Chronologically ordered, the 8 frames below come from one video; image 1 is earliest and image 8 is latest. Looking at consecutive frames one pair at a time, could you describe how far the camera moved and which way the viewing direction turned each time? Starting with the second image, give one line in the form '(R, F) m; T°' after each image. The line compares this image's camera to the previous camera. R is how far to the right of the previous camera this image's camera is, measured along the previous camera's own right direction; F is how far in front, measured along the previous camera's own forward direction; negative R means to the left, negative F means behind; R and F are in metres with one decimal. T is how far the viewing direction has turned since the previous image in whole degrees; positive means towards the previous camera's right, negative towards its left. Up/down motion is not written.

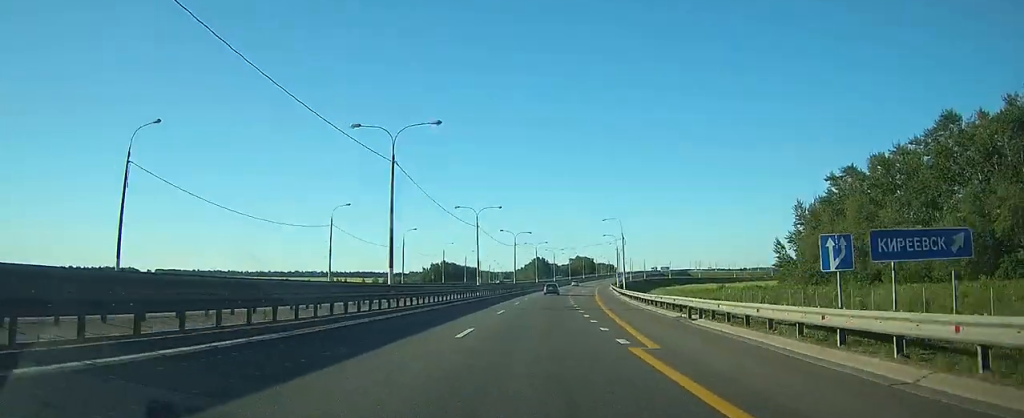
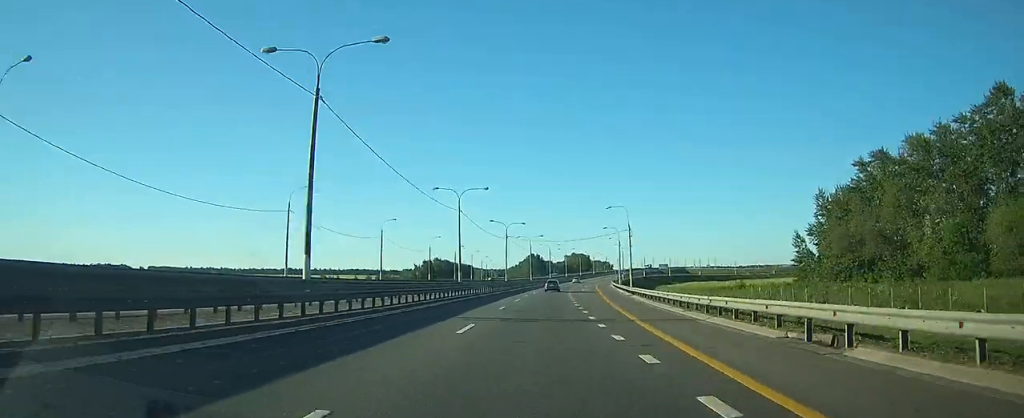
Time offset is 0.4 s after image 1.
(+0.1, +11.4) m; +1°
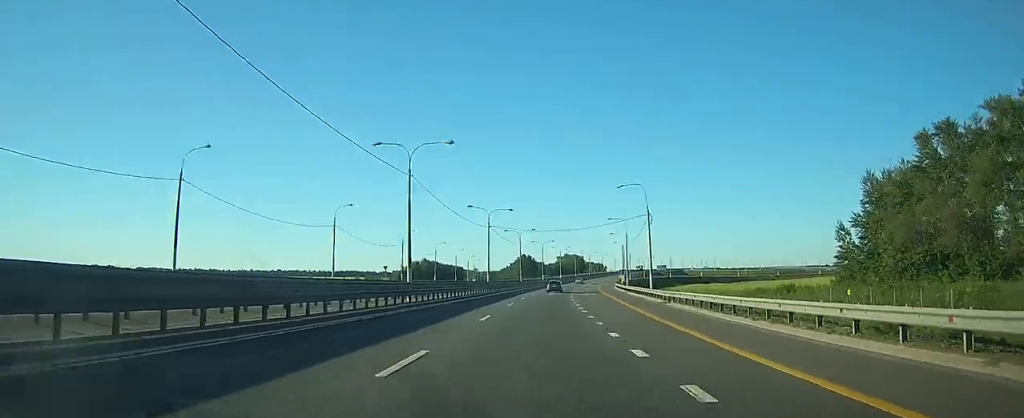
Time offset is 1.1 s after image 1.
(0.0, +18.9) m; +1°
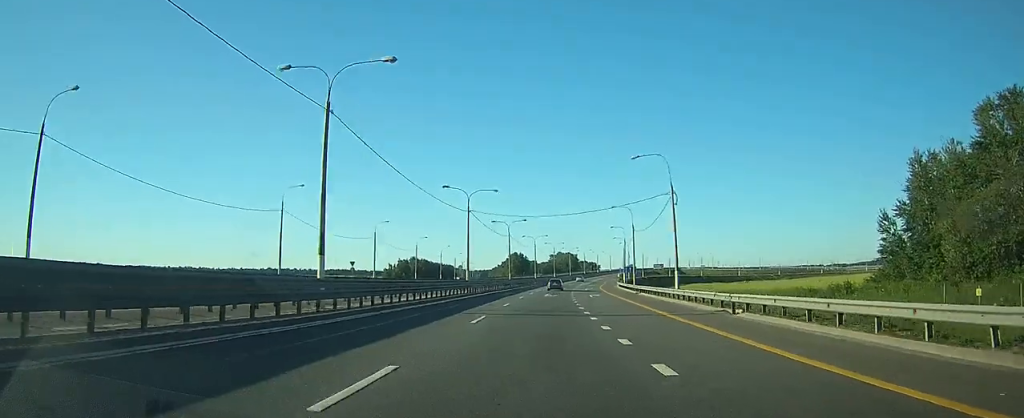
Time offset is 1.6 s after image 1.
(+0.2, +14.1) m; +1°
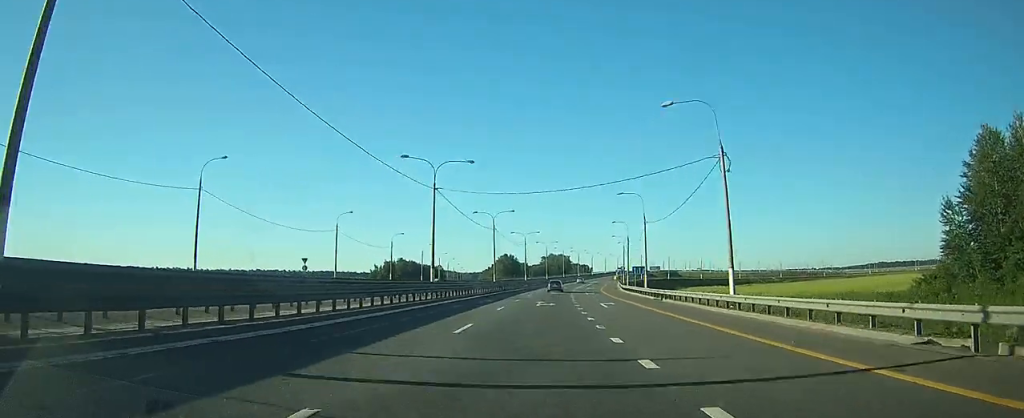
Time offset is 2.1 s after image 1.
(0.0, +15.0) m; +1°
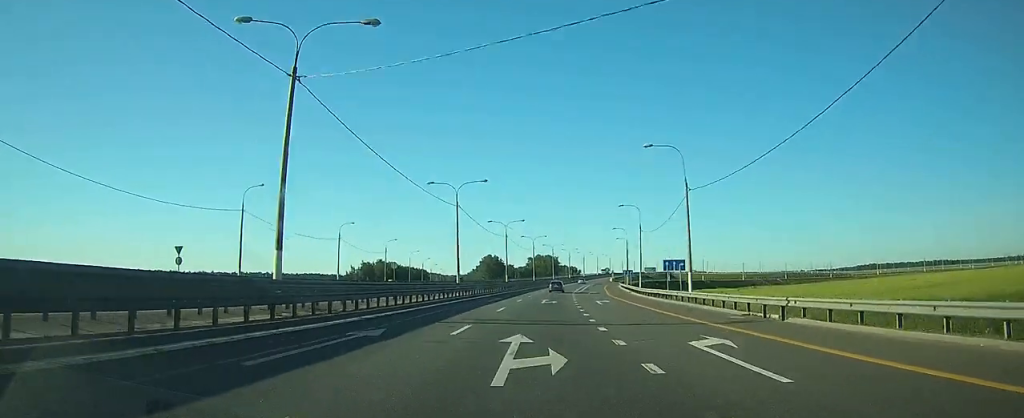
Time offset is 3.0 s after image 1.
(+0.3, +24.2) m; +1°
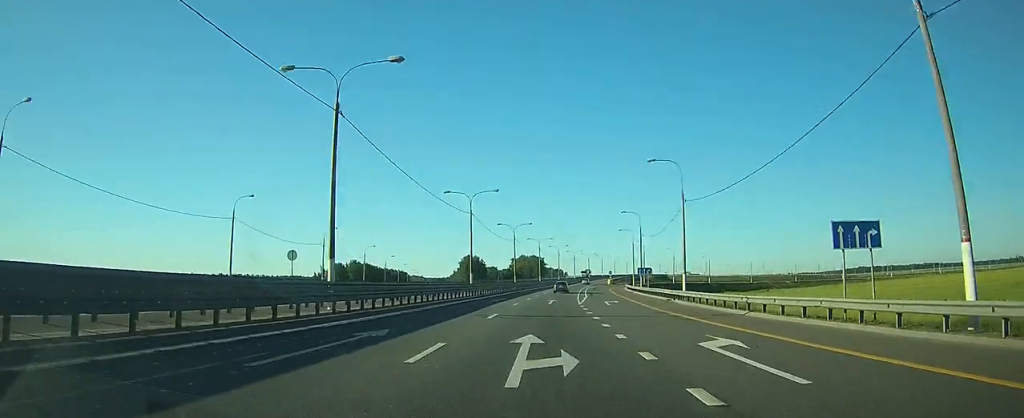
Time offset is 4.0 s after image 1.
(+0.3, +29.7) m; +1°
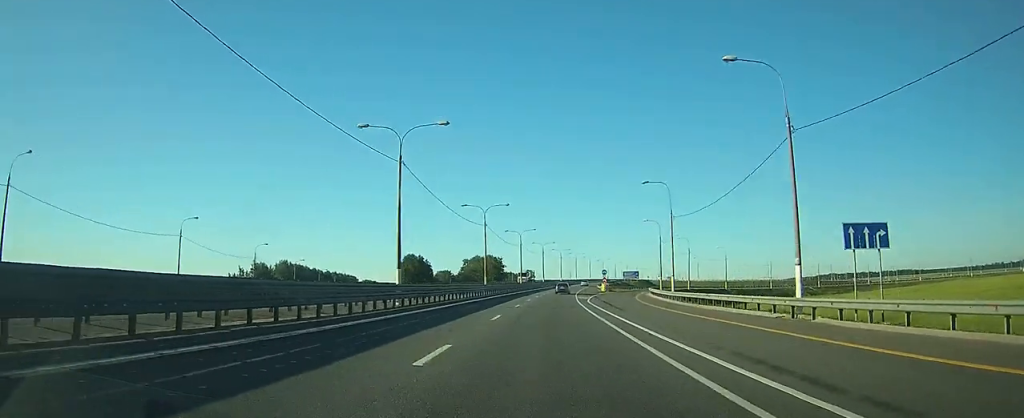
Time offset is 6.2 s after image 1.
(+1.8, +59.4) m; +3°
